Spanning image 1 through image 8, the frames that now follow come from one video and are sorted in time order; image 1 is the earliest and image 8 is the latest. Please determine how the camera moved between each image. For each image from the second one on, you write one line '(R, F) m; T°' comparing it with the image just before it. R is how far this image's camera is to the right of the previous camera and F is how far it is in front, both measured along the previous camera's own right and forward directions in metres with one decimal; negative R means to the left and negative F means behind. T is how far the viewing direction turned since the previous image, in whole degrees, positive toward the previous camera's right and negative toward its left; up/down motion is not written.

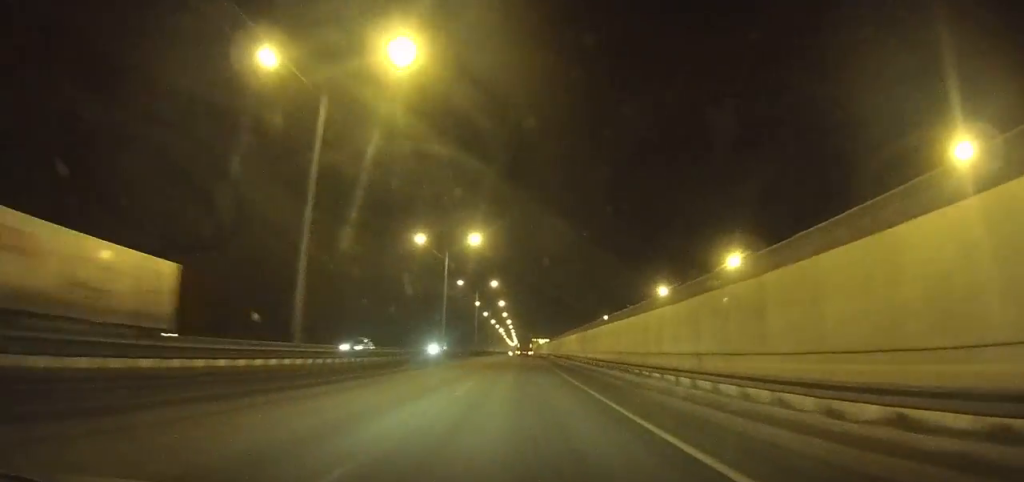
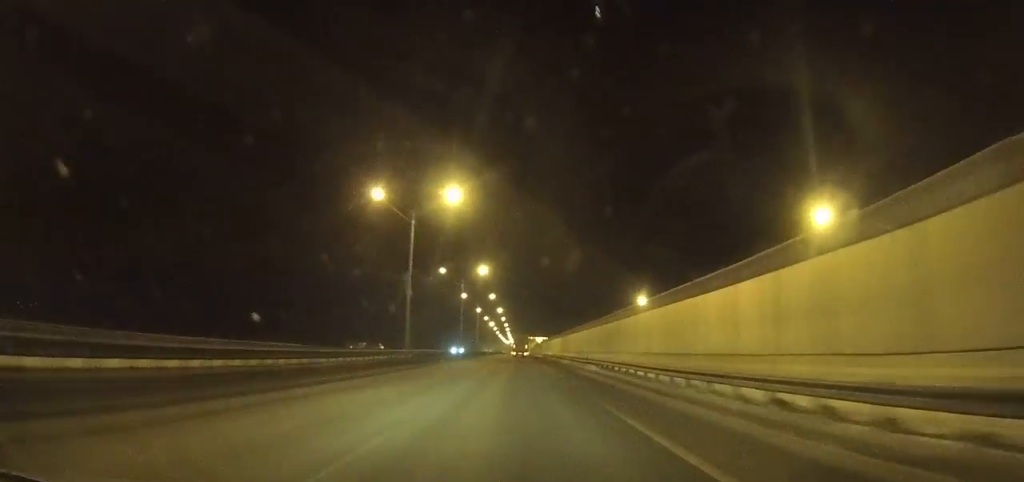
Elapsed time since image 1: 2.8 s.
(+0.1, +57.4) m; 0°
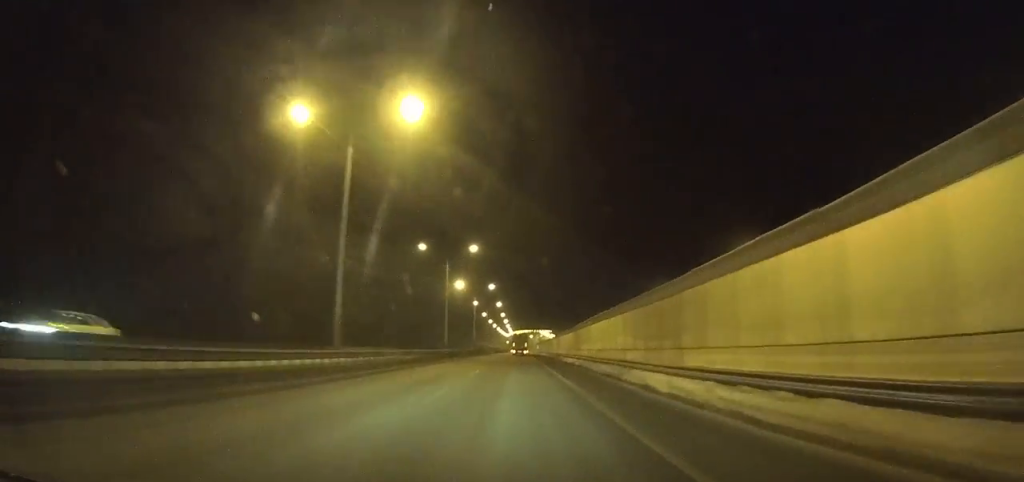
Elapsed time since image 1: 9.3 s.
(-0.1, +136.2) m; 0°
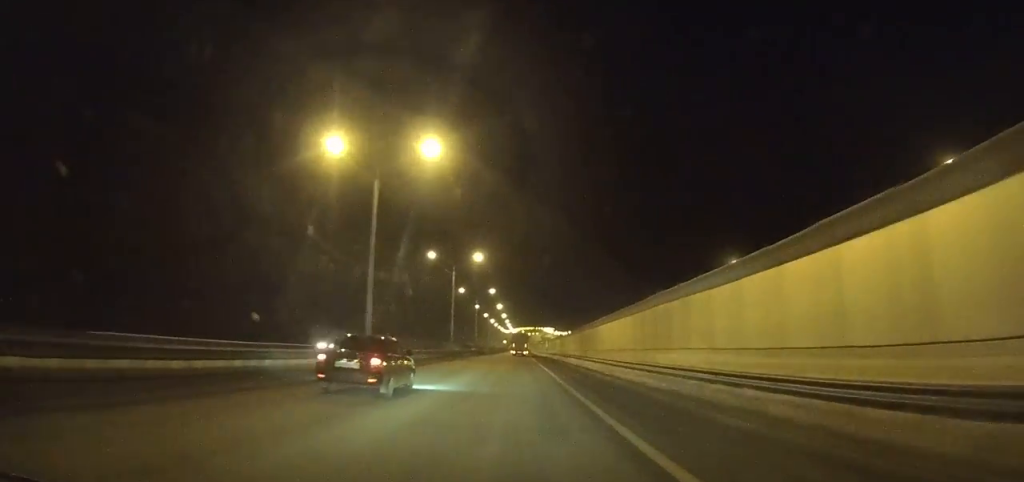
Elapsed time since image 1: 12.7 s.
(-0.3, +72.6) m; 0°
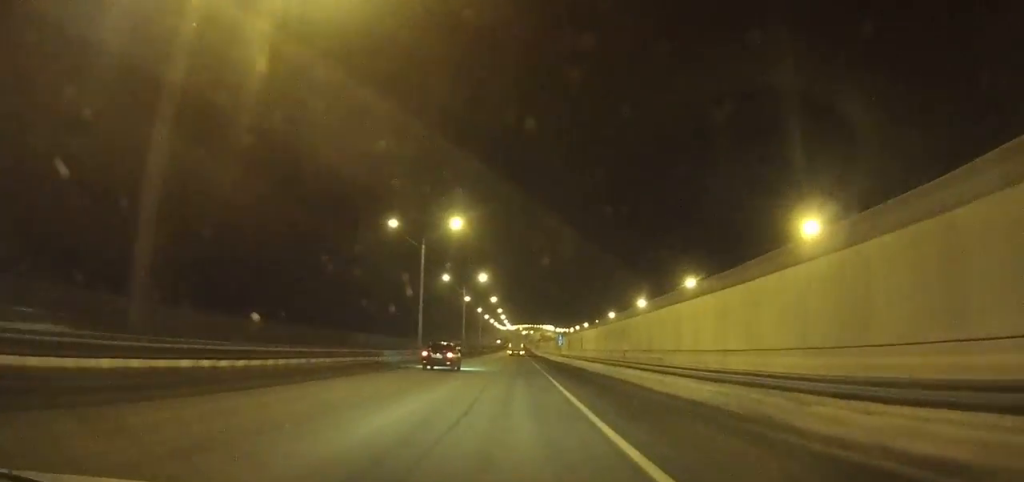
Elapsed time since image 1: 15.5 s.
(+0.2, +60.5) m; 0°
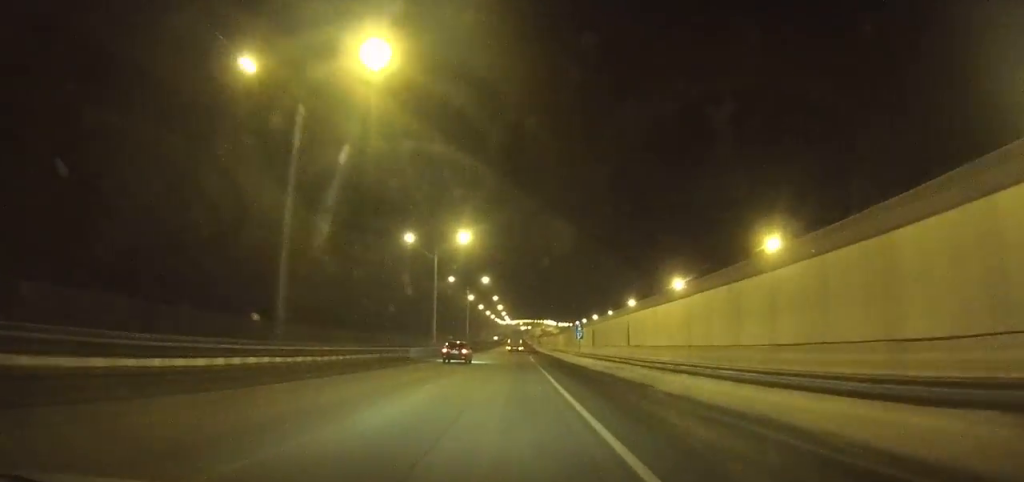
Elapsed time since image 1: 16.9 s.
(0.0, +30.5) m; 0°
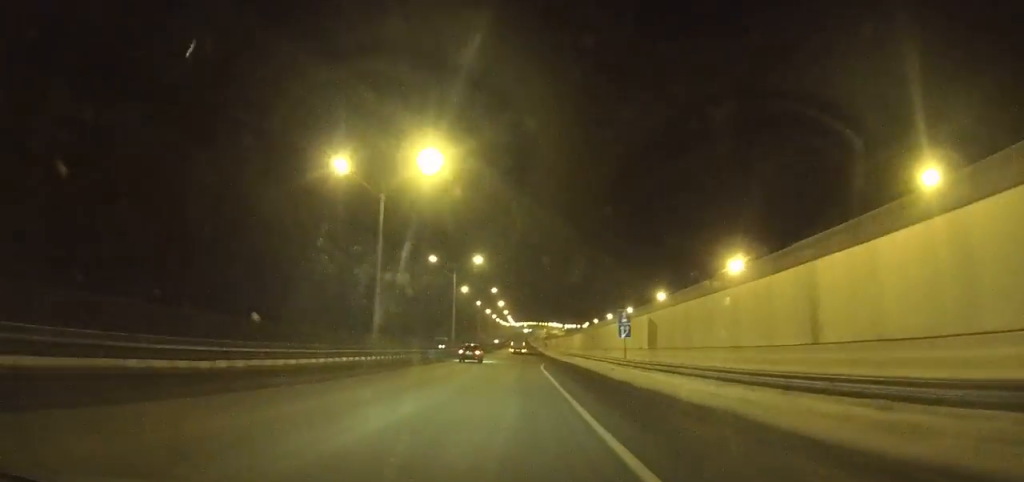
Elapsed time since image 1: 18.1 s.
(0.0, +26.1) m; 0°
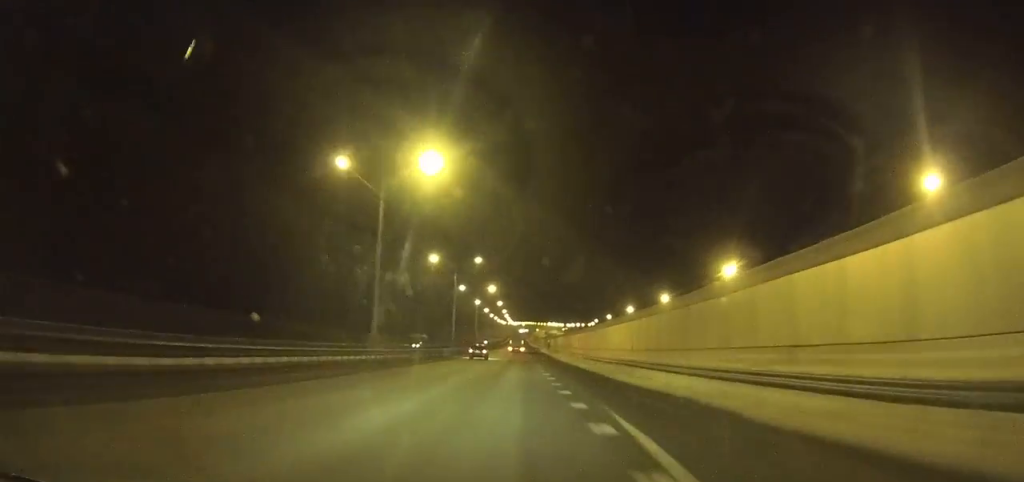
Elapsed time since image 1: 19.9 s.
(0.0, +39.7) m; 0°
